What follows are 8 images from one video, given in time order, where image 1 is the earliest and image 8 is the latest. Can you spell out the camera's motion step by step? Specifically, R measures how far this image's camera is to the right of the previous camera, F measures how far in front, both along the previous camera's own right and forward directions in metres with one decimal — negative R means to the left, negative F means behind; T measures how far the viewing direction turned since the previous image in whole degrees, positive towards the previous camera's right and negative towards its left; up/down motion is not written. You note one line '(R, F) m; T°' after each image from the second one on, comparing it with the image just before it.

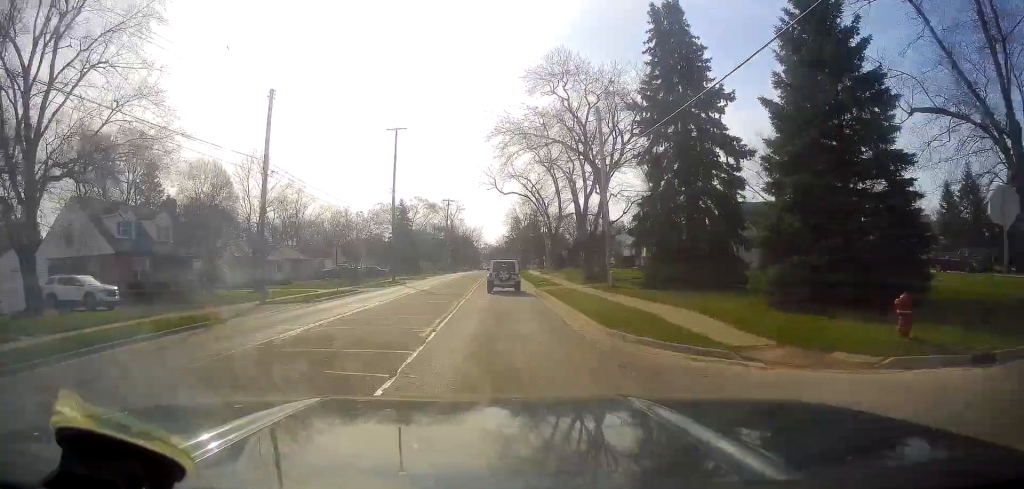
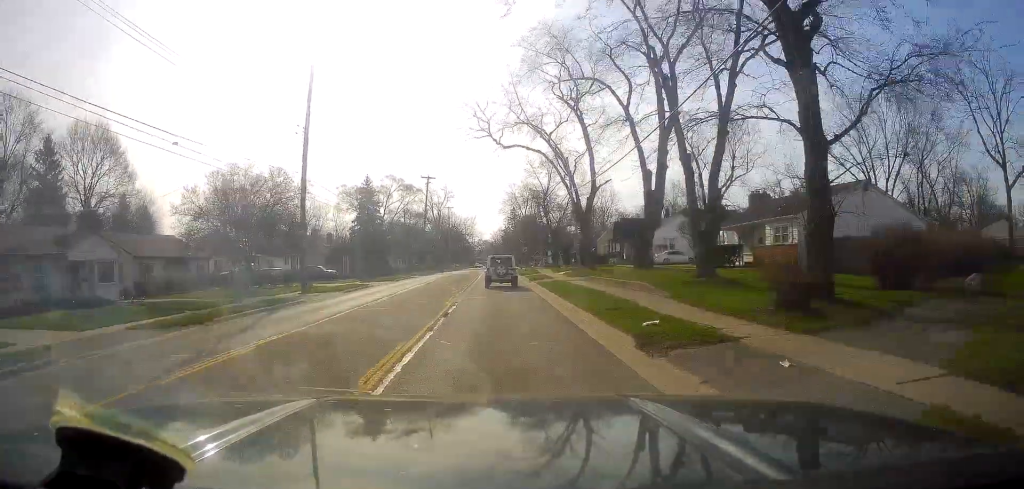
(-0.8, +30.3) m; 0°
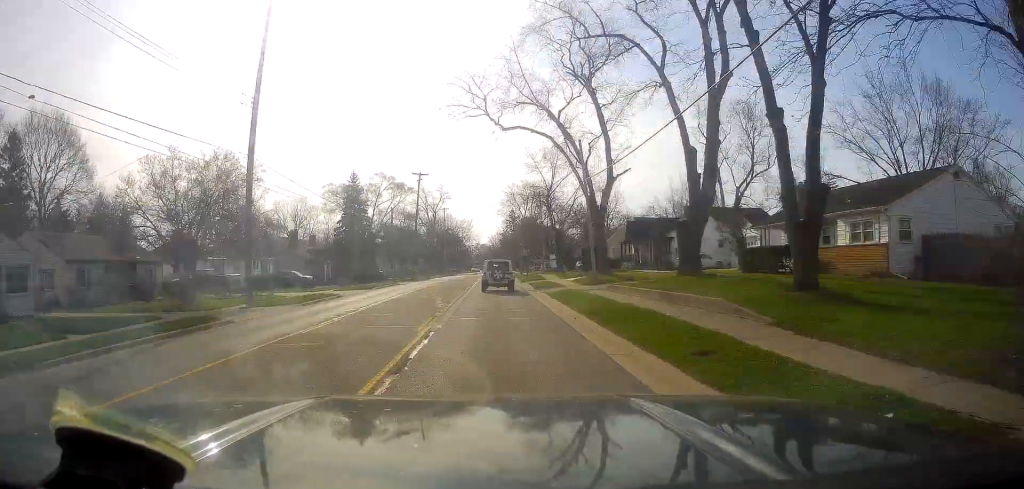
(0.0, +8.3) m; +1°
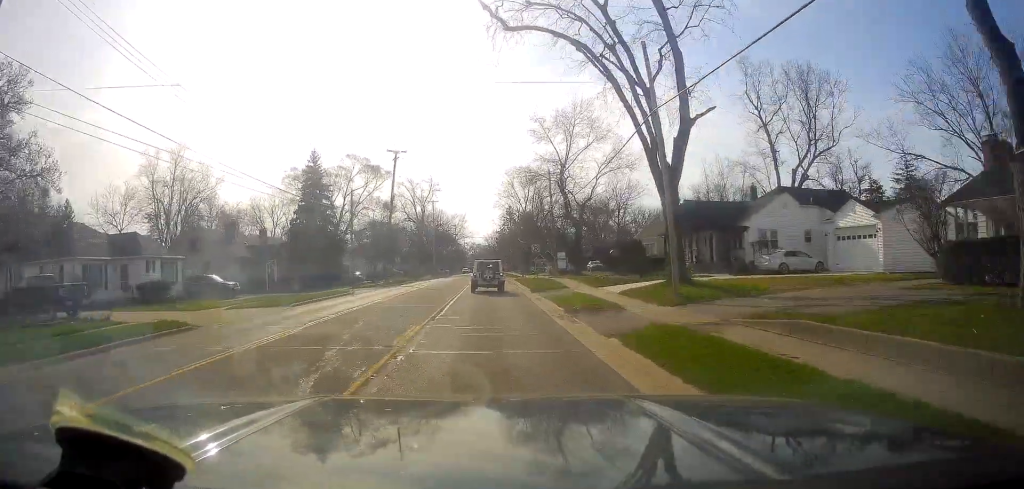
(+0.2, +18.0) m; 0°
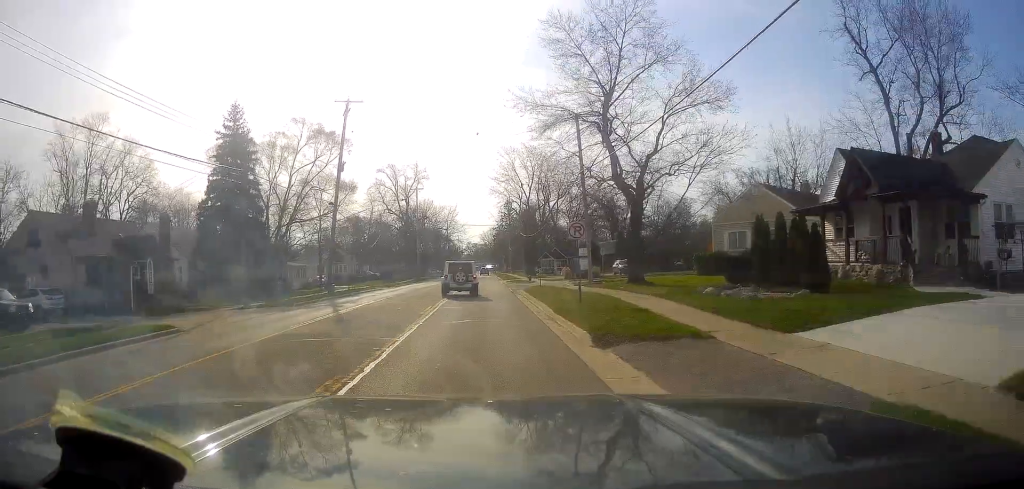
(+0.2, +21.9) m; +1°
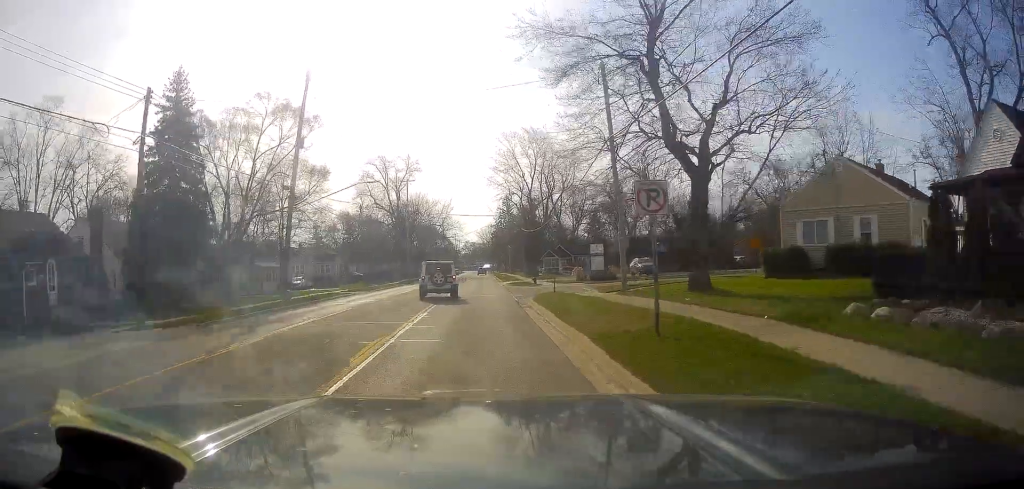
(0.0, +9.8) m; -1°
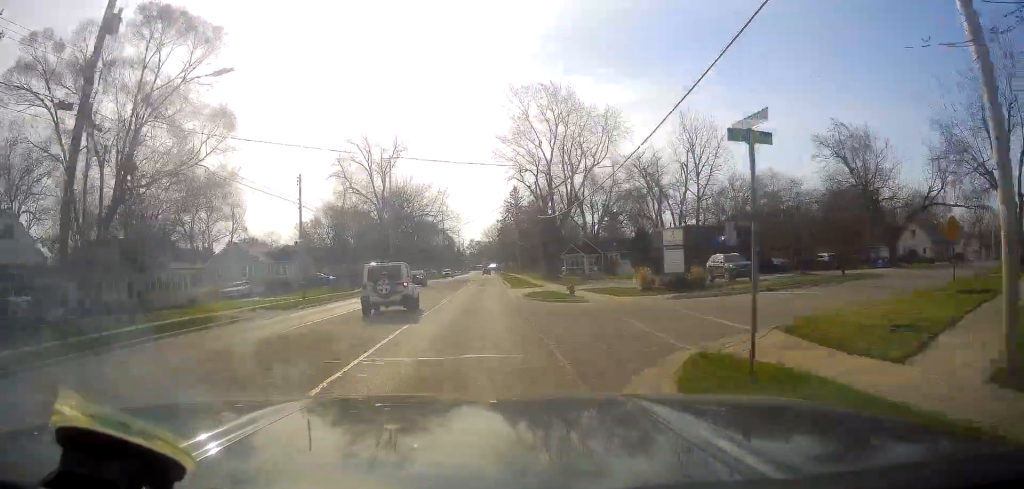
(-0.4, +20.7) m; -1°
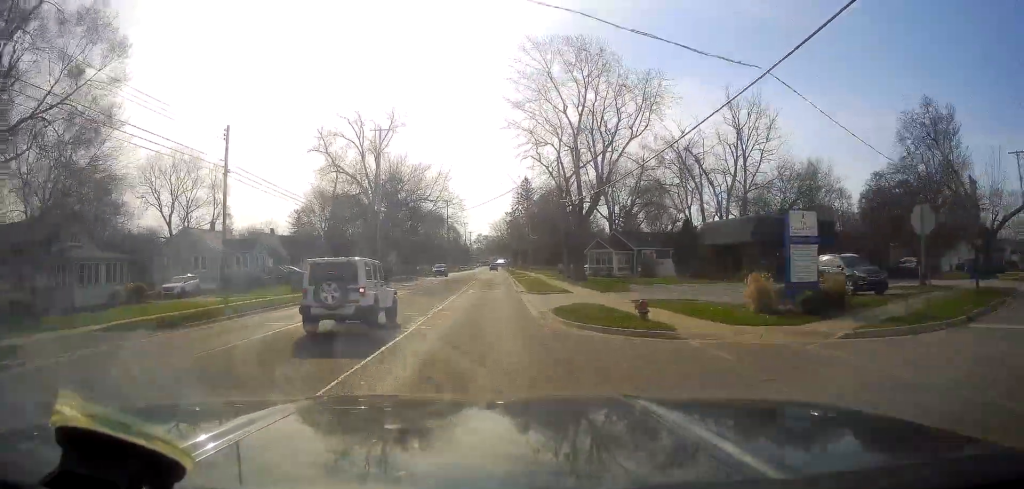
(0.0, +12.7) m; -1°
